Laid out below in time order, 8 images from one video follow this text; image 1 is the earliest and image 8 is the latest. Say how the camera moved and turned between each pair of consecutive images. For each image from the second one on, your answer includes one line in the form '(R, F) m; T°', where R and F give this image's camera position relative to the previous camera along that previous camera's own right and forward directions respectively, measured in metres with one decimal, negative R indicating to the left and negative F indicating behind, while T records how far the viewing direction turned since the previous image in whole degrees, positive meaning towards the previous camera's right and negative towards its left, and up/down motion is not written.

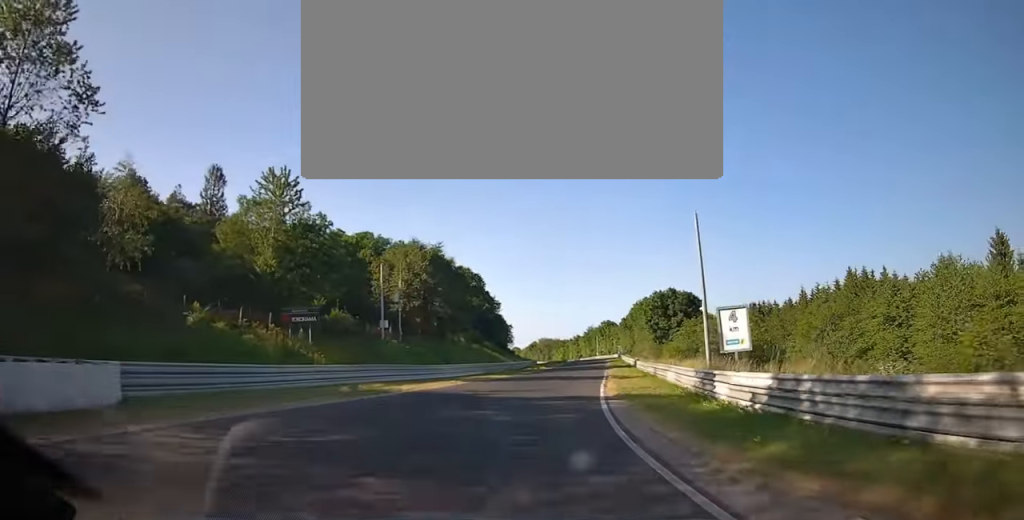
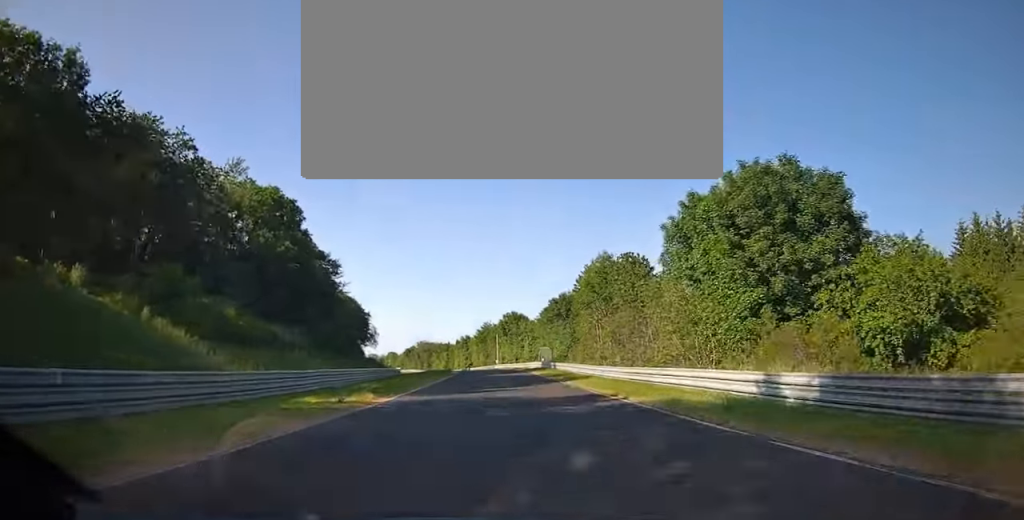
(+4.3, +48.6) m; +8°
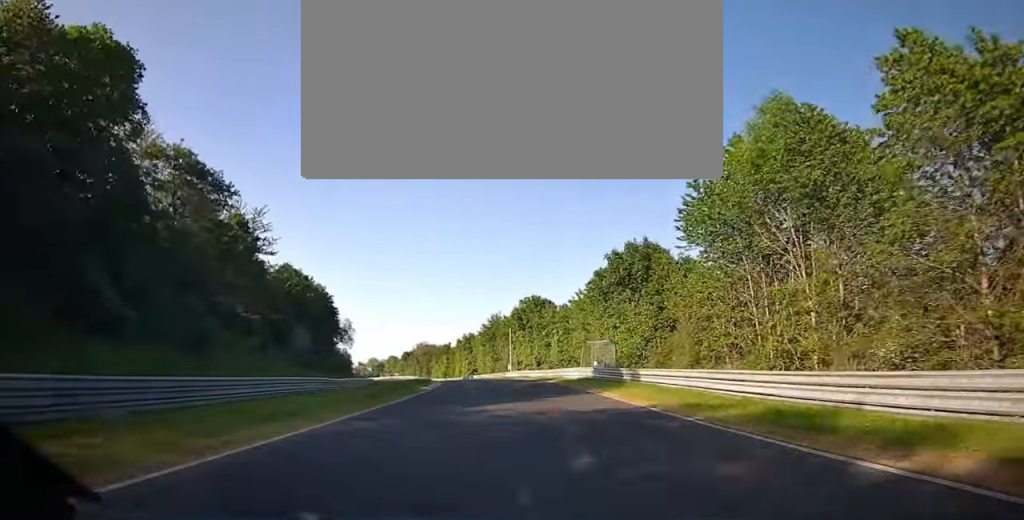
(+0.8, +32.4) m; +1°
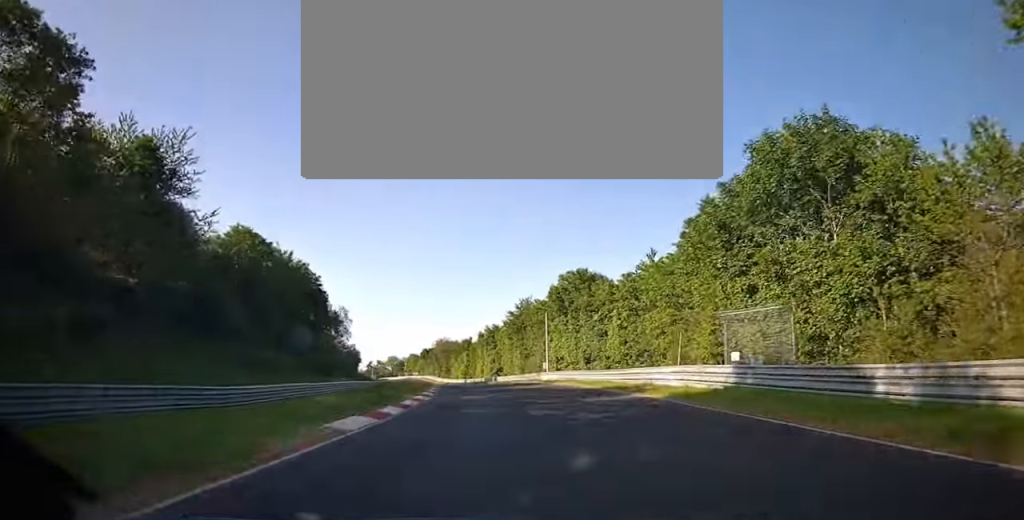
(+0.4, +20.4) m; 0°
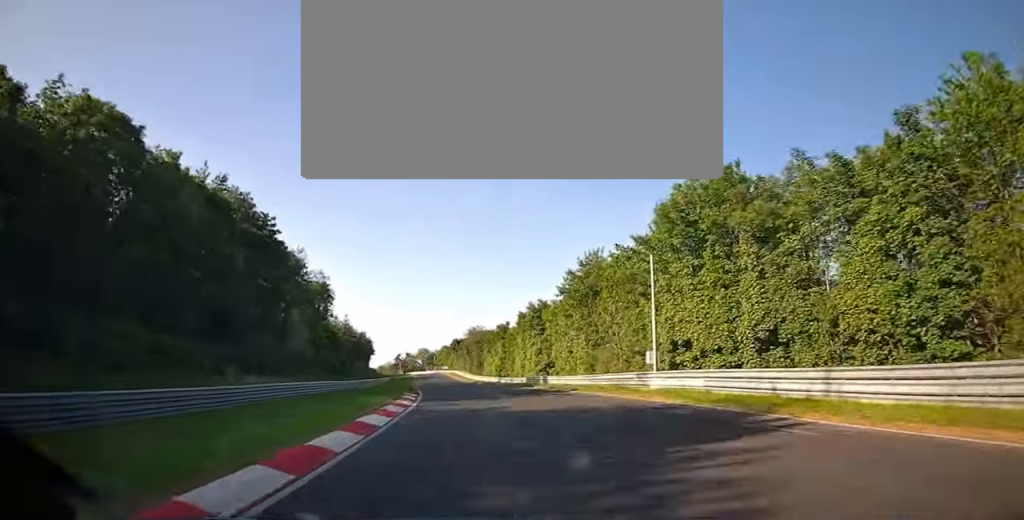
(-0.6, +29.9) m; -2°
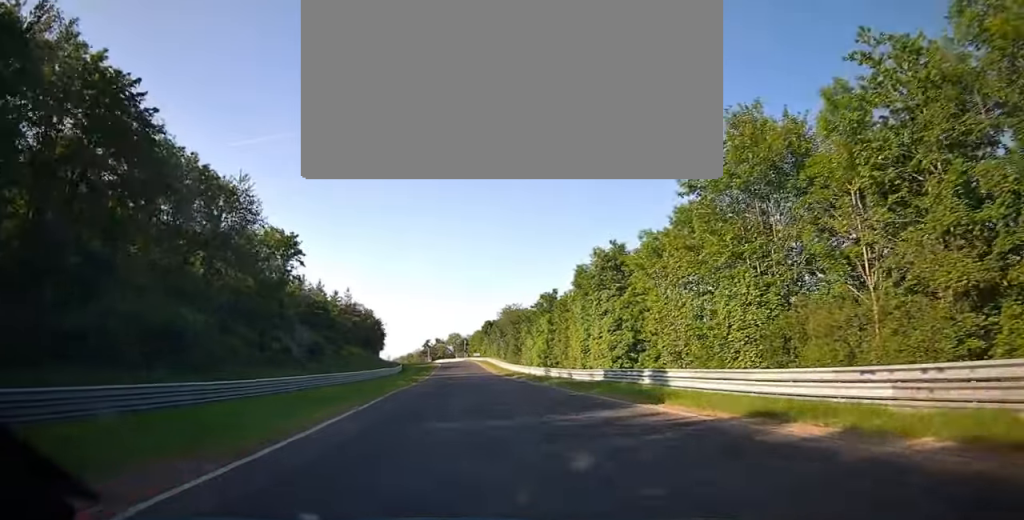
(-0.5, +27.9) m; -3°
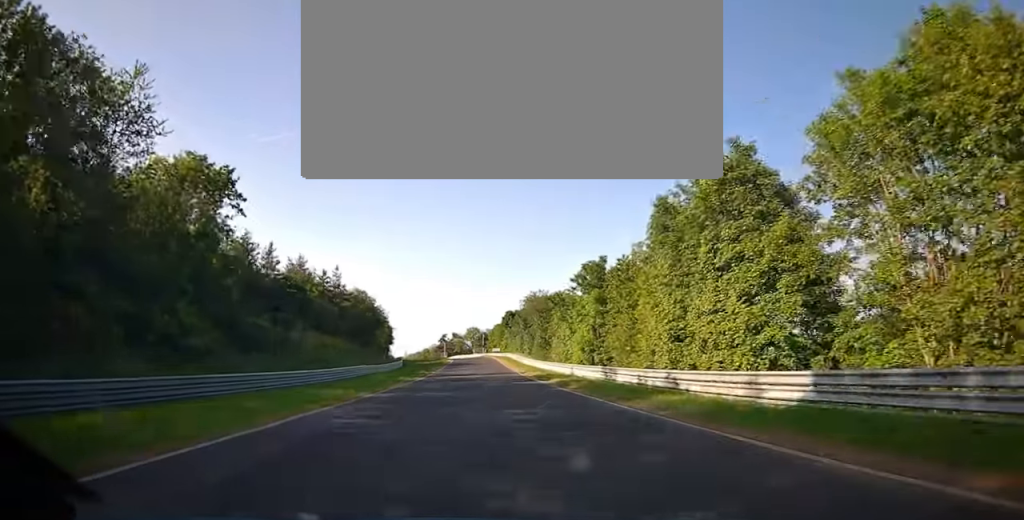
(-0.4, +21.9) m; -2°
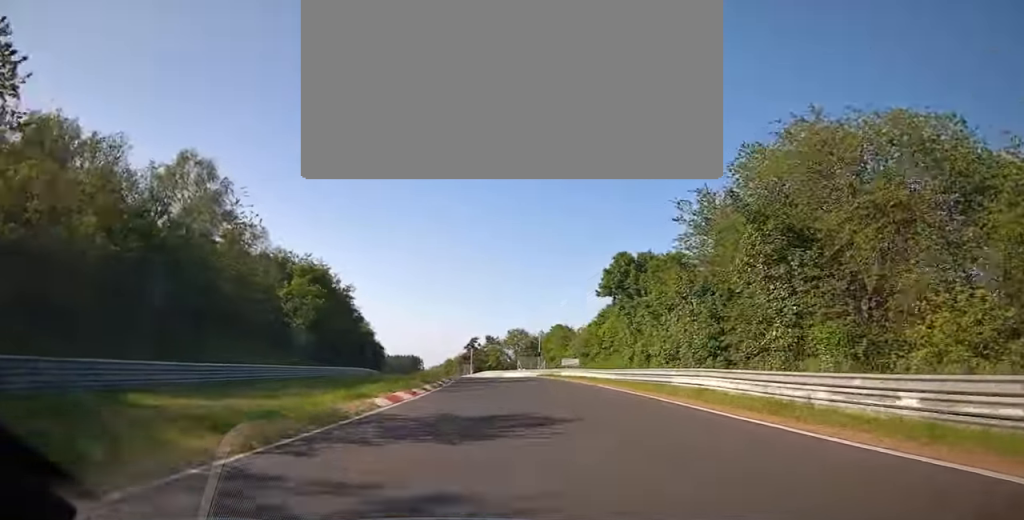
(-8.5, +98.6) m; -9°
